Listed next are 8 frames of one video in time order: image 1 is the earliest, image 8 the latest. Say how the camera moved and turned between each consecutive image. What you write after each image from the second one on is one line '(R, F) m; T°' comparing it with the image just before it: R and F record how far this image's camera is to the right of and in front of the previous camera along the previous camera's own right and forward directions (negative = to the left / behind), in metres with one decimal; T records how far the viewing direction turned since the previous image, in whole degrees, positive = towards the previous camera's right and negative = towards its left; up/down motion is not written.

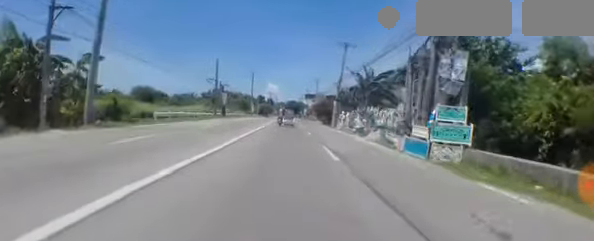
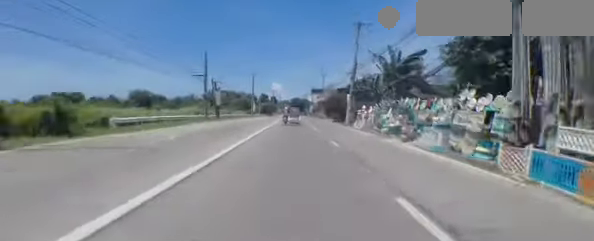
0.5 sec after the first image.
(+0.4, +6.5) m; +1°
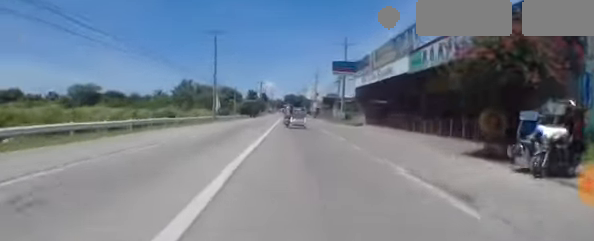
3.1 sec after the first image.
(+0.1, +35.1) m; +1°
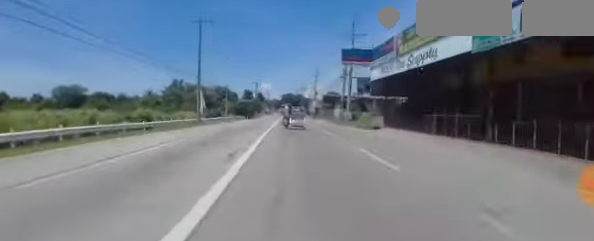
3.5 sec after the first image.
(+0.1, +5.7) m; -1°
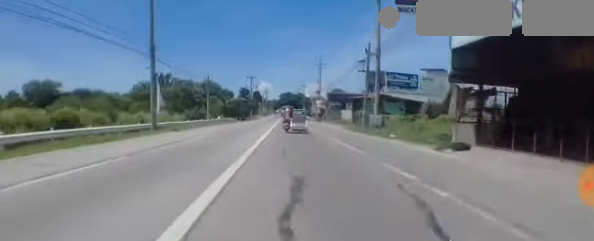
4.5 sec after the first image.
(-0.3, +11.9) m; -2°
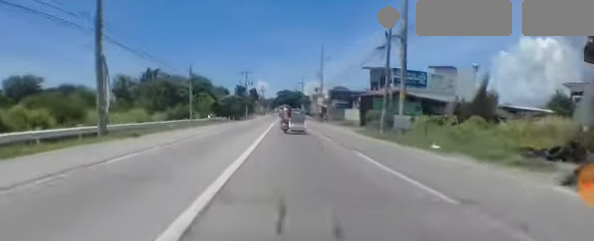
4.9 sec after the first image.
(-0.4, +6.2) m; -1°
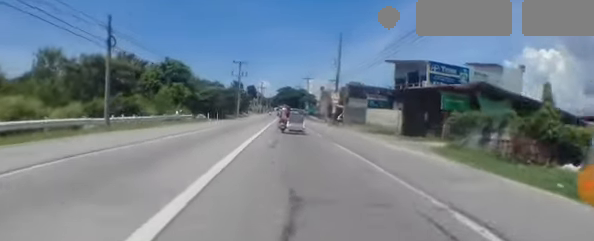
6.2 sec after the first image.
(+0.8, +17.7) m; +3°
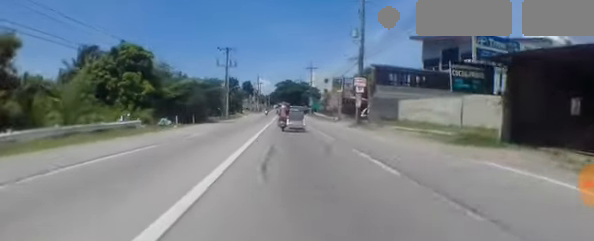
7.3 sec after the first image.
(-0.1, +14.7) m; 0°
